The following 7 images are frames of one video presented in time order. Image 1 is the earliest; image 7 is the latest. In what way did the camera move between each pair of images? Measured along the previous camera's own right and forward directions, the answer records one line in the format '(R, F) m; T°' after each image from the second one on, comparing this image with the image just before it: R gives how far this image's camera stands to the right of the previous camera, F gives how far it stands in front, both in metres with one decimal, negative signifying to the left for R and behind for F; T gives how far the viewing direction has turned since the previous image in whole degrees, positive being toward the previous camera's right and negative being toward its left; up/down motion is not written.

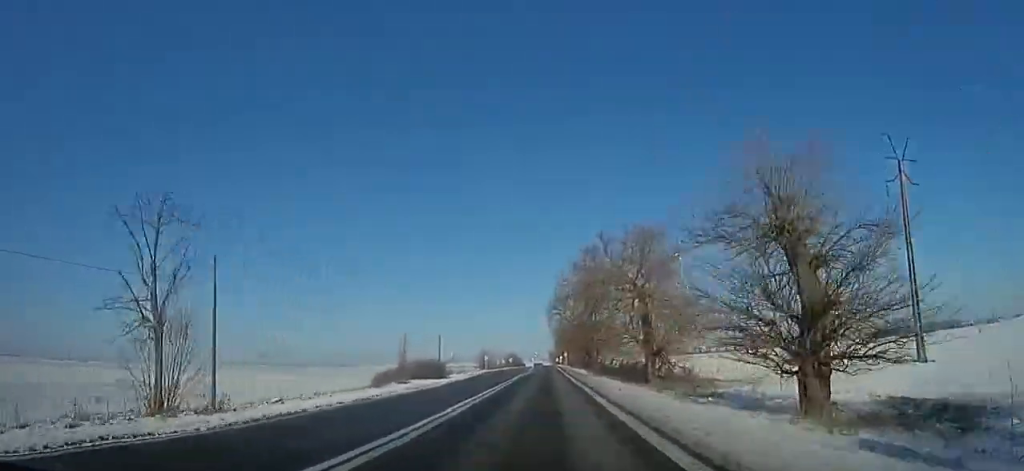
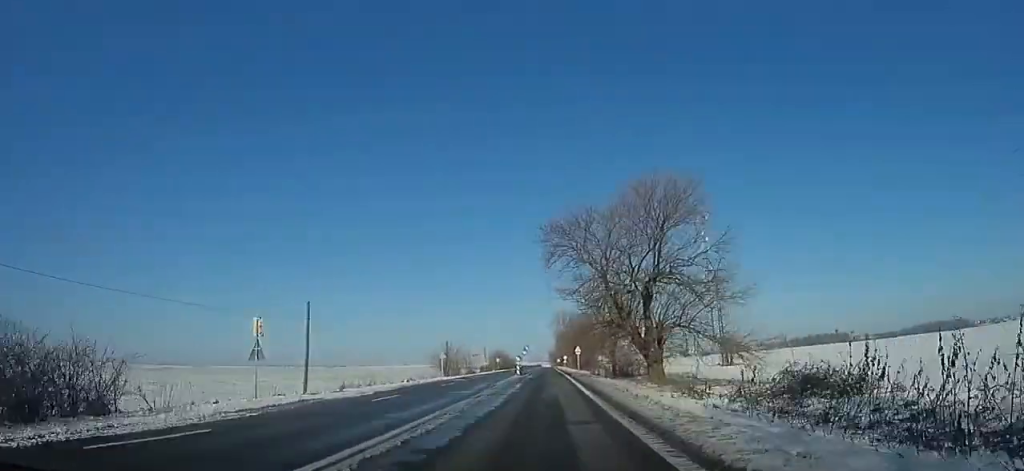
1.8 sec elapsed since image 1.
(-0.1, +38.5) m; 0°
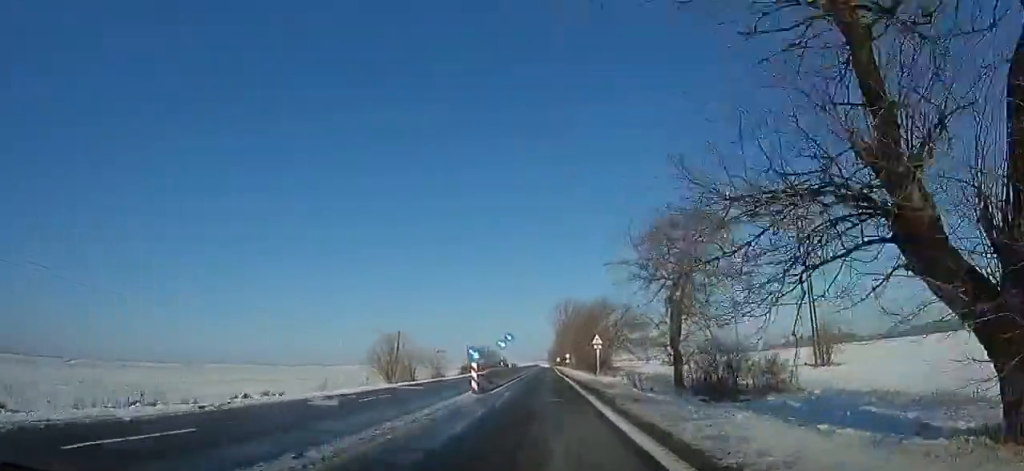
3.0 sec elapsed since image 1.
(+0.2, +24.6) m; 0°
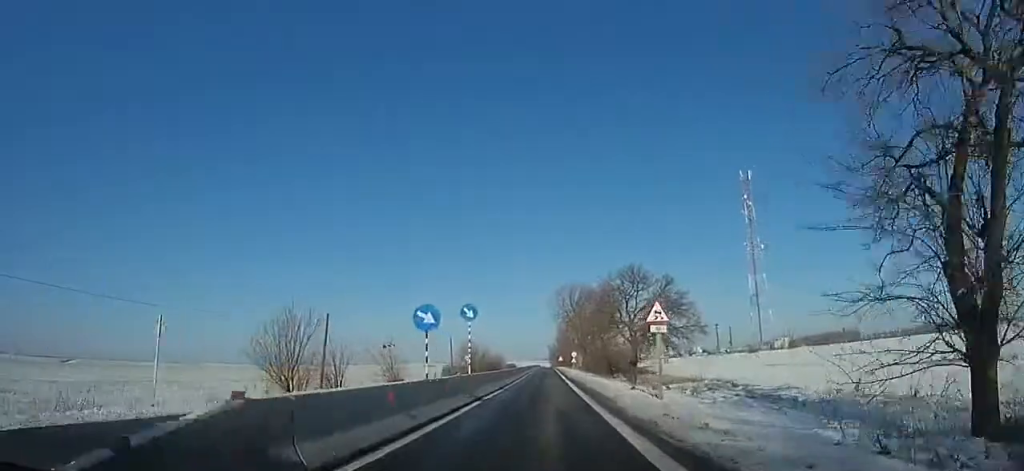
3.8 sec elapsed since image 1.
(0.0, +18.0) m; 0°
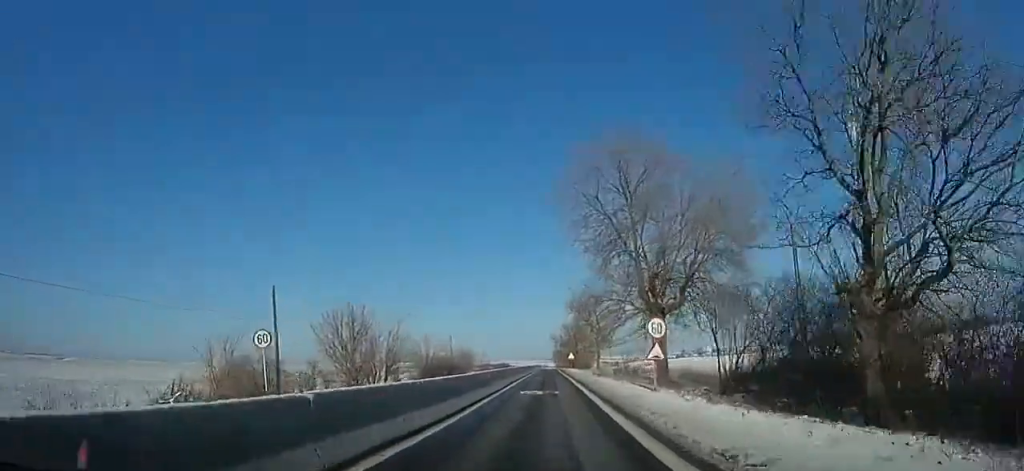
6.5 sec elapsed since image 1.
(-0.5, +54.3) m; -1°
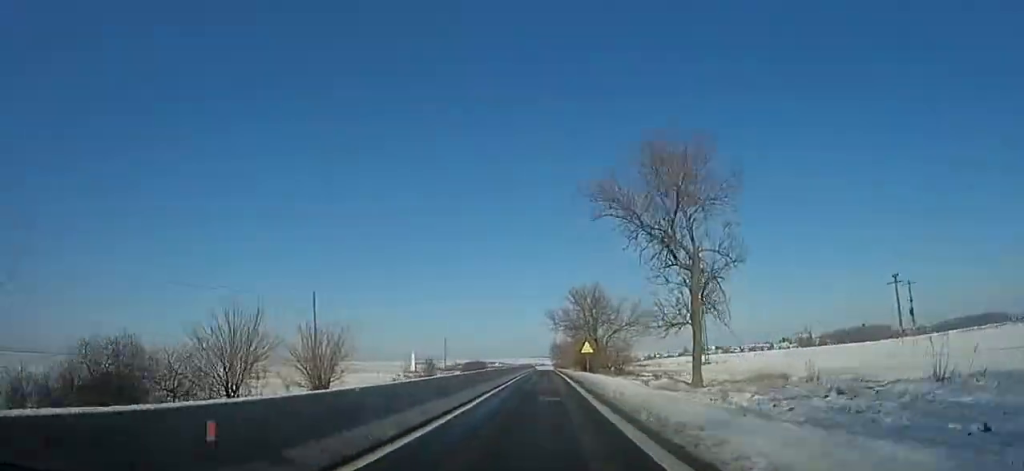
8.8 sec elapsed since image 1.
(+0.1, +46.5) m; +2°
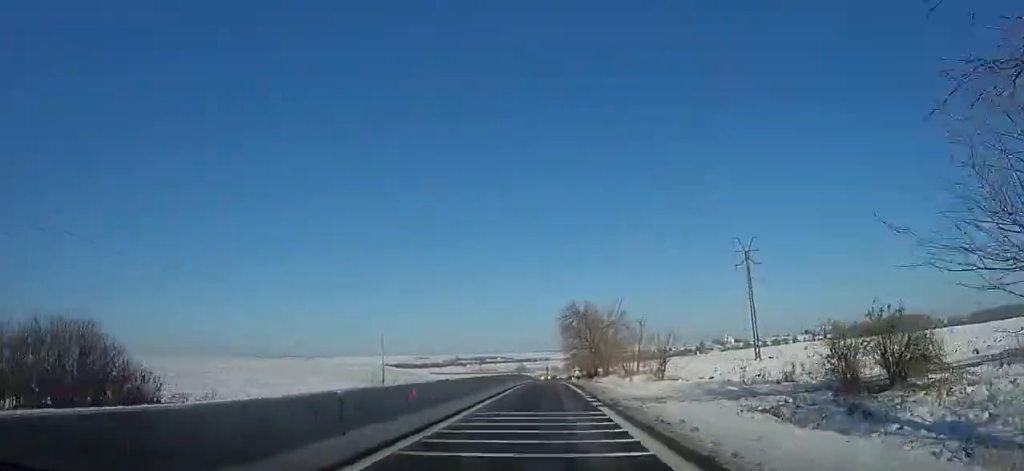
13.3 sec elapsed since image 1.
(+0.4, +90.8) m; -1°
